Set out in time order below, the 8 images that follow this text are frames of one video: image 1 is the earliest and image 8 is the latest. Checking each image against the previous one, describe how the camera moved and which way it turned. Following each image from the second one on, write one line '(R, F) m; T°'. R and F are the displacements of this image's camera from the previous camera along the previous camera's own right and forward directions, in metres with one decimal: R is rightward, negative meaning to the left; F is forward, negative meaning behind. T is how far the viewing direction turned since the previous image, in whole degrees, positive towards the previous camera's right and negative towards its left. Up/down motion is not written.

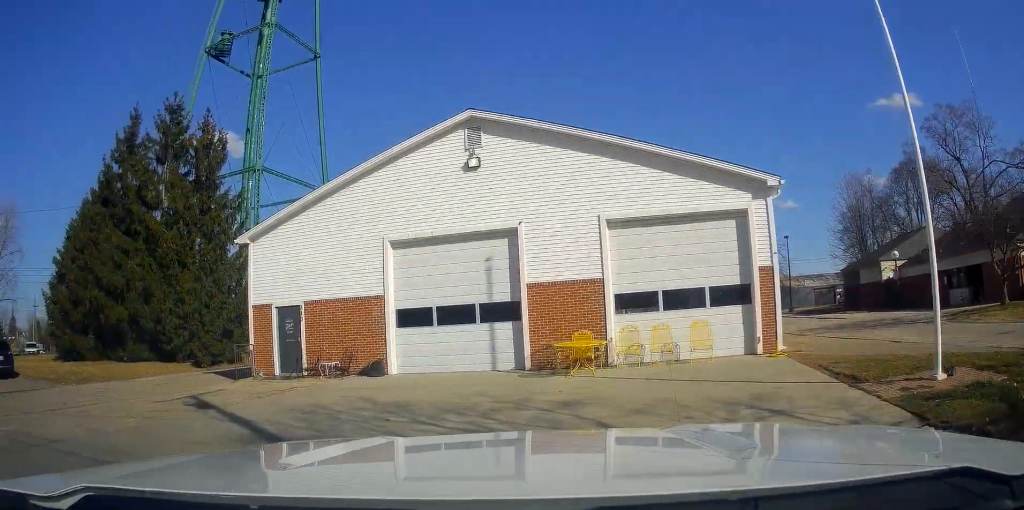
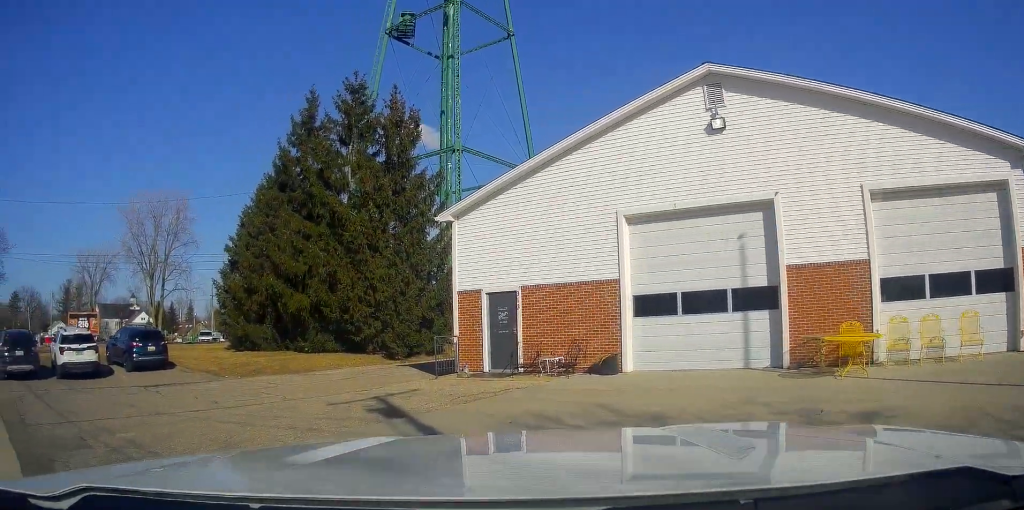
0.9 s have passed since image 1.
(-0.9, +2.9) m; -29°
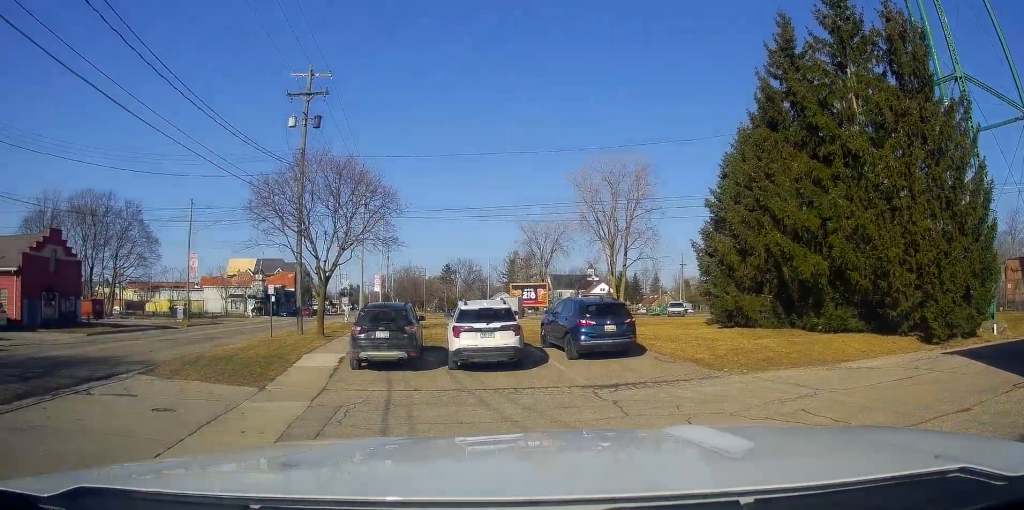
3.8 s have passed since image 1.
(-3.7, +7.3) m; -52°
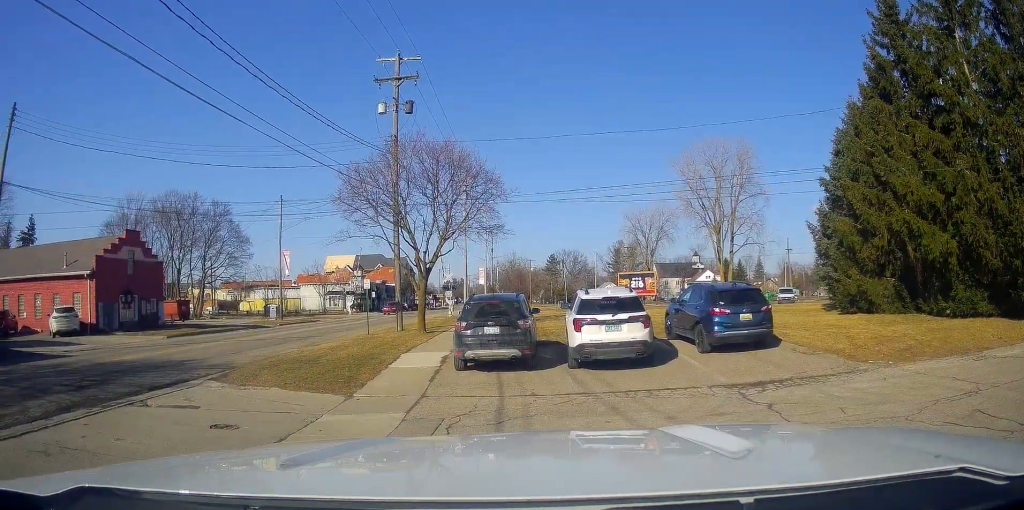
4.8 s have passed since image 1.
(-0.5, +2.7) m; -20°
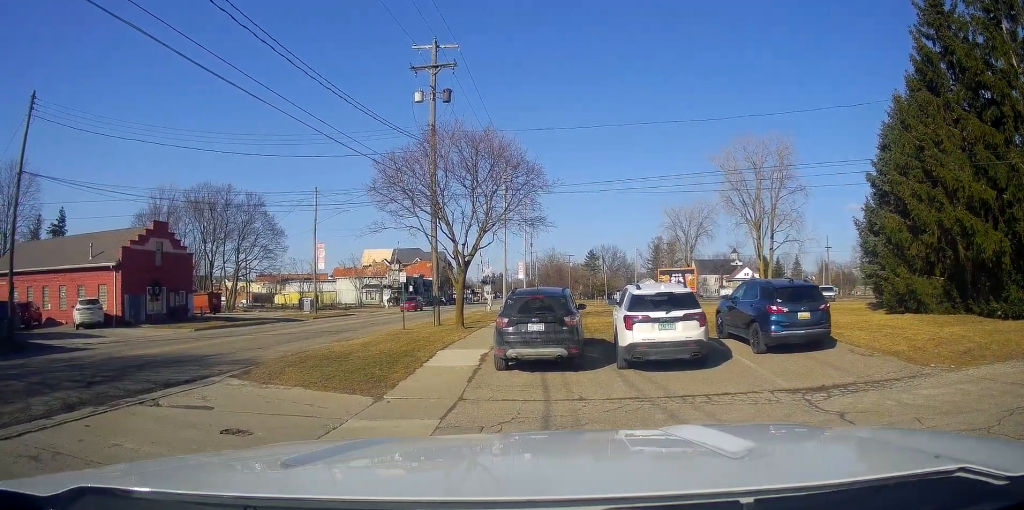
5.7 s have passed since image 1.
(-0.2, +1.7) m; -6°
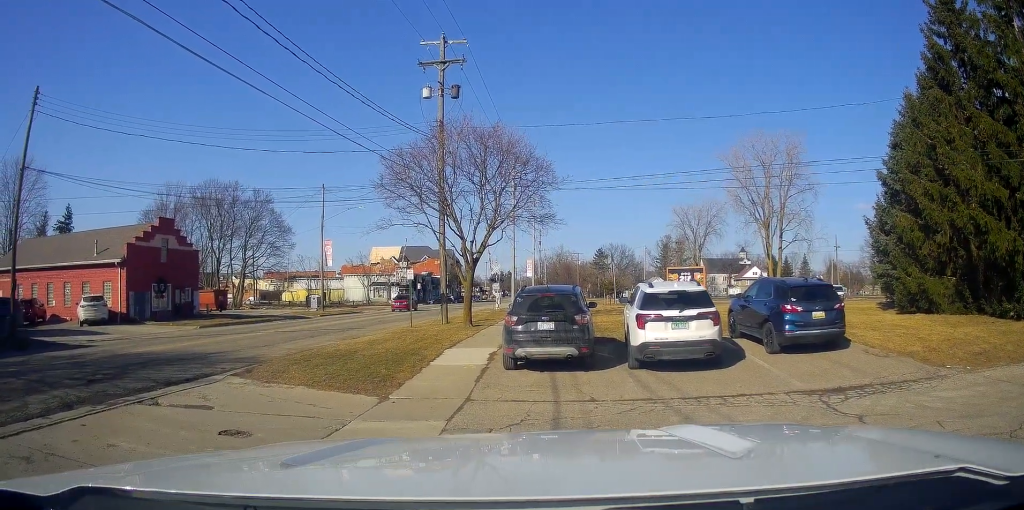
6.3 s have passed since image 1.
(-0.1, +0.7) m; 0°
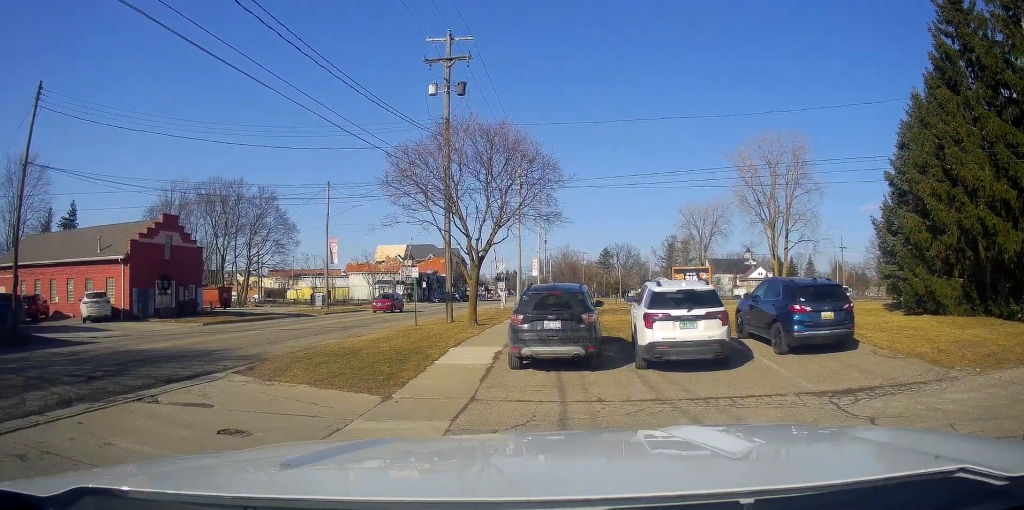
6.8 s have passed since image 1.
(0.0, +0.3) m; 0°
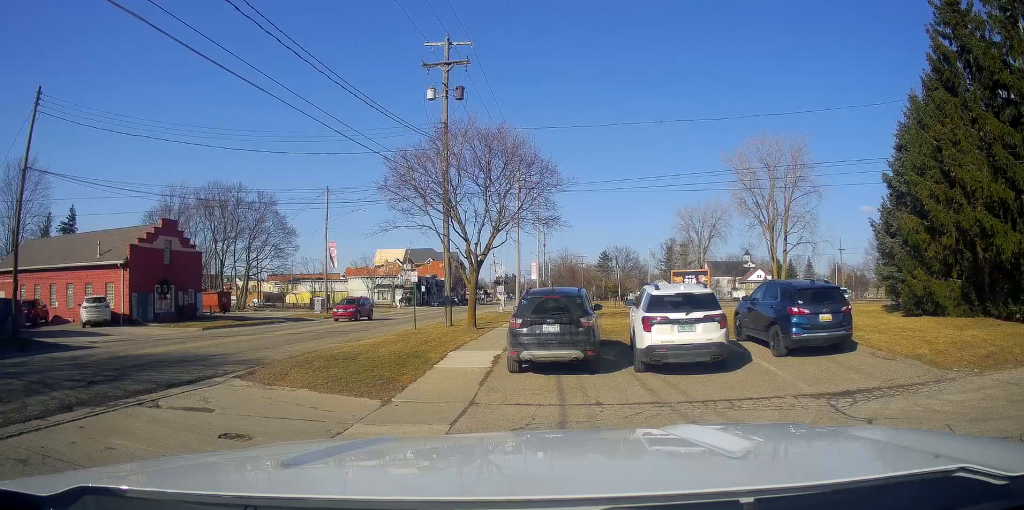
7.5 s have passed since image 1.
(0.0, +0.2) m; 0°
